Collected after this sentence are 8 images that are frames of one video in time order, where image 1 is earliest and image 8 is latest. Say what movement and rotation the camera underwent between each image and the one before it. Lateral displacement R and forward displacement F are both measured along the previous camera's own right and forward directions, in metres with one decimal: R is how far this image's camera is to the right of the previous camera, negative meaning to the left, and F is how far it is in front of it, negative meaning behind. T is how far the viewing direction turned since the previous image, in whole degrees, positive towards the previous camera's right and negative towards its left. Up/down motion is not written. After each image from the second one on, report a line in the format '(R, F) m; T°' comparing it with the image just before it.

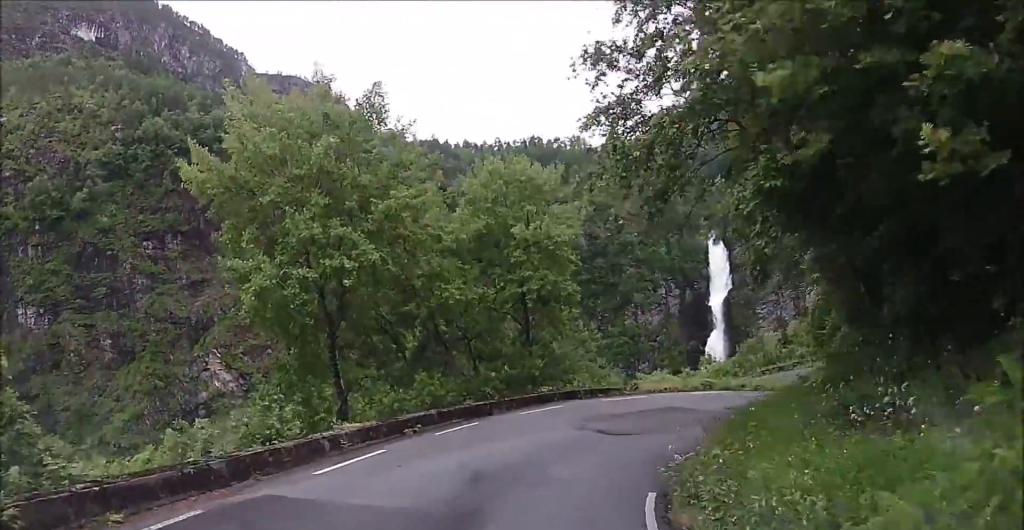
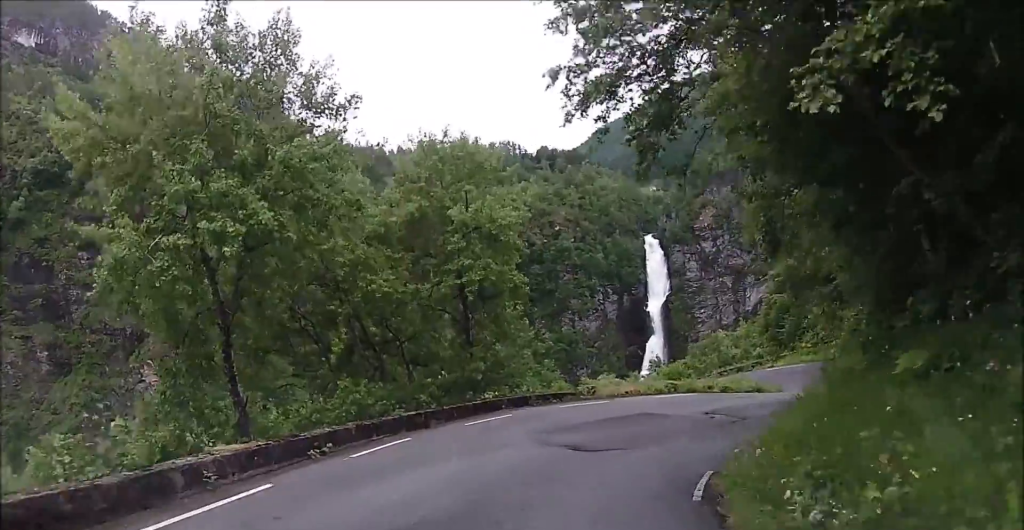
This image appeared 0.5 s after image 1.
(+0.3, +3.9) m; +9°
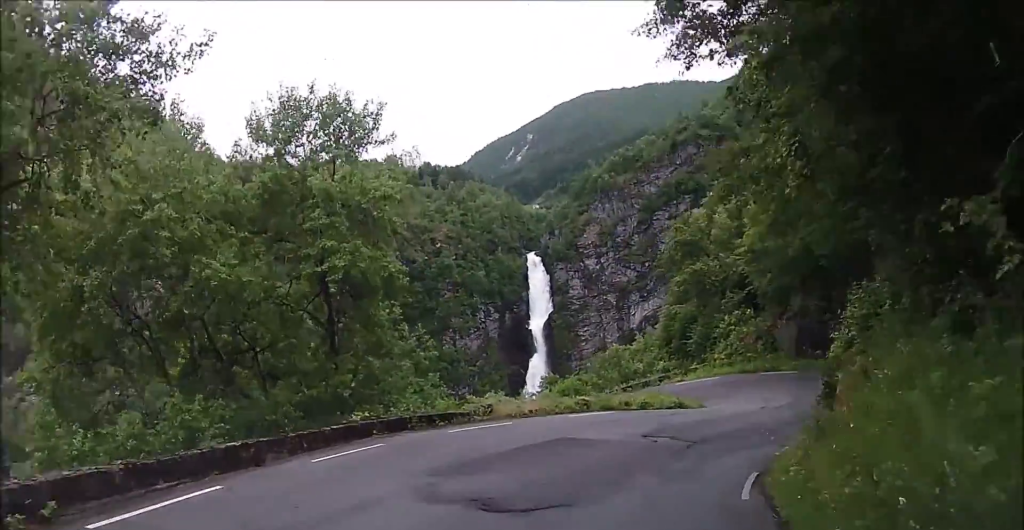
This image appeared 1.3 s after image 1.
(+0.4, +5.5) m; +14°
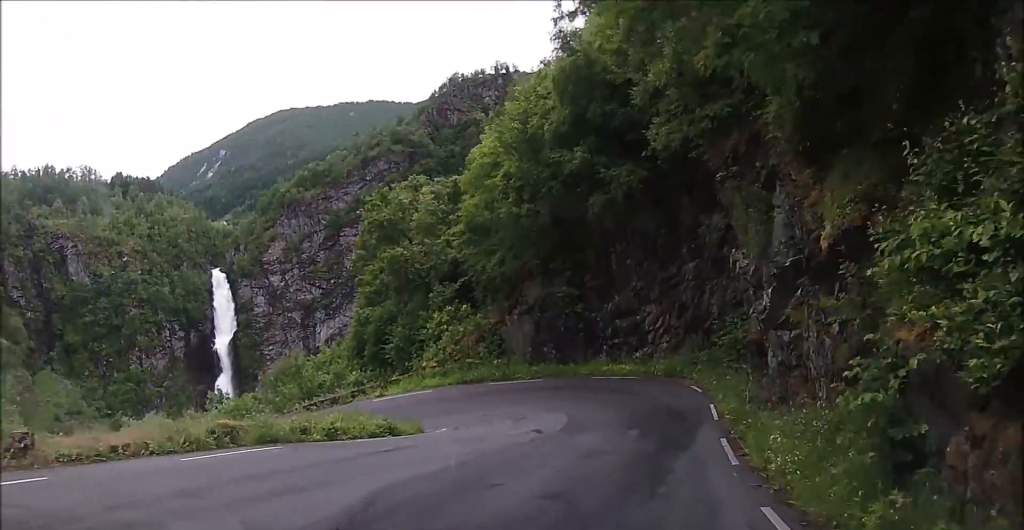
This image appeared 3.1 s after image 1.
(+2.9, +11.9) m; +21°
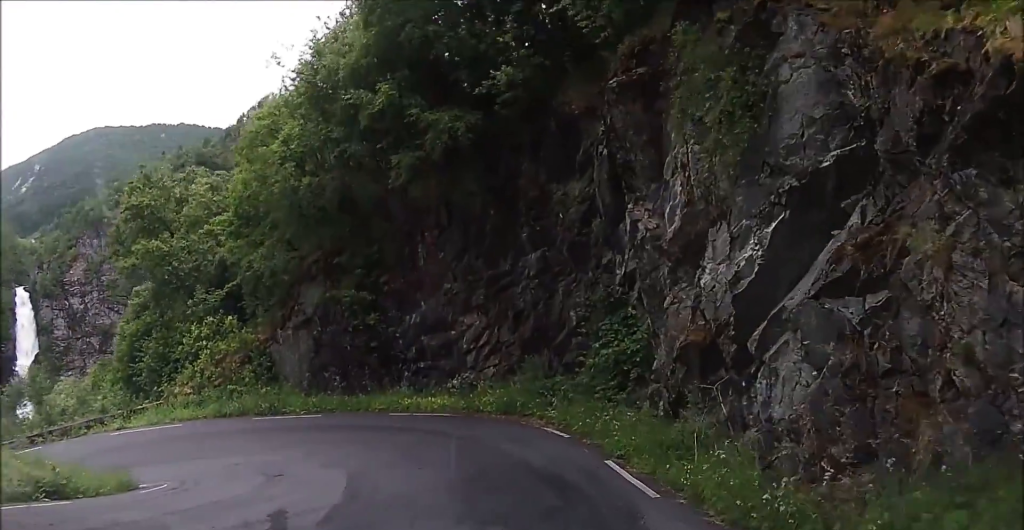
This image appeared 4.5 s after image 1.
(+1.3, +8.5) m; +14°
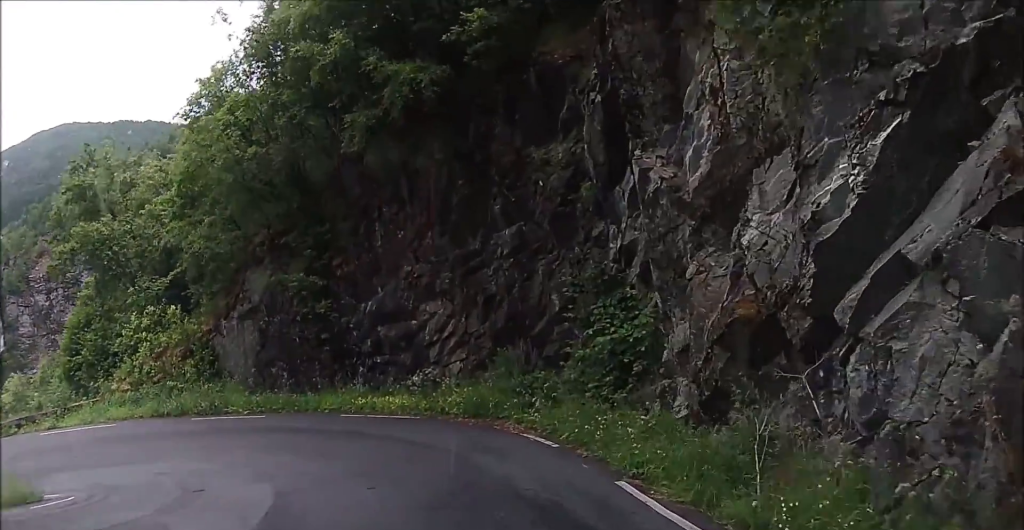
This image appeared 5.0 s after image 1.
(+0.2, +2.9) m; +3°
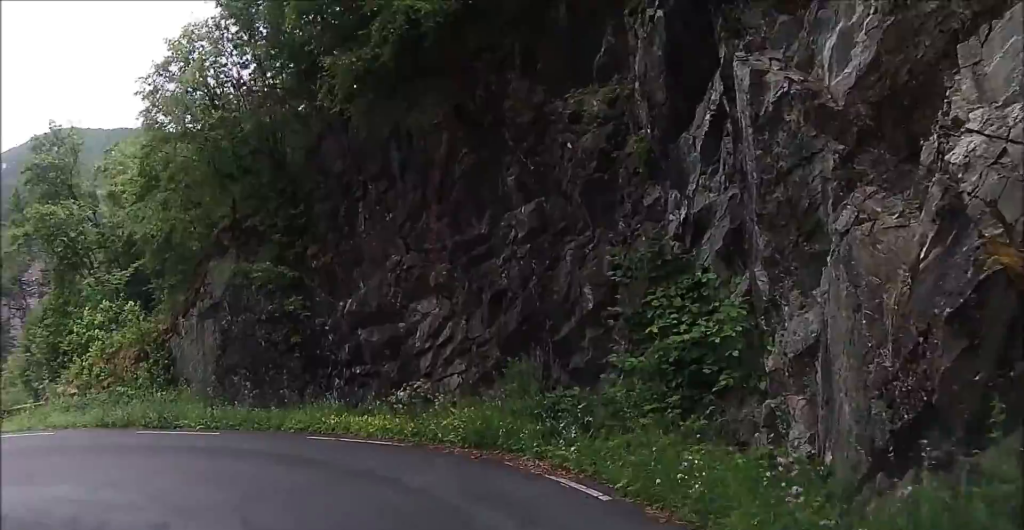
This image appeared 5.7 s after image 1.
(0.0, +3.9) m; -1°
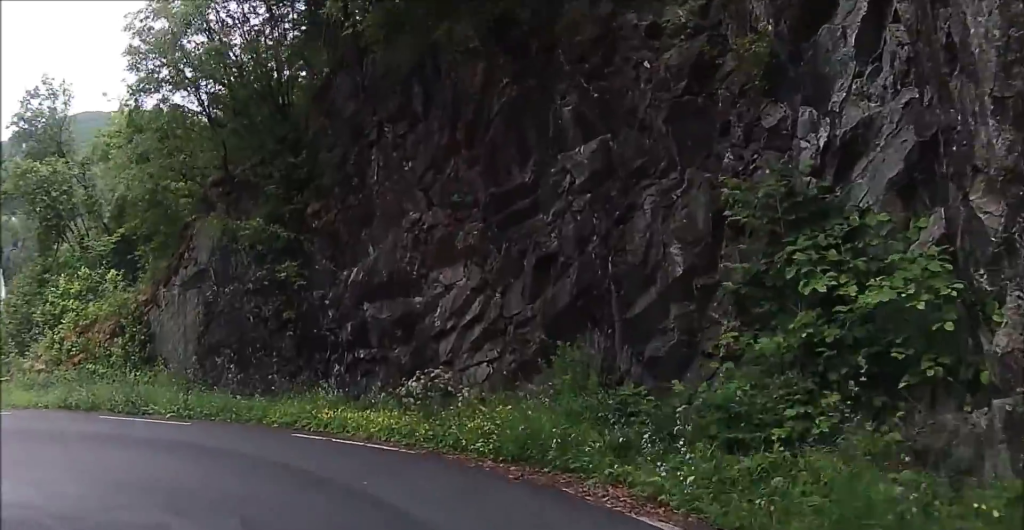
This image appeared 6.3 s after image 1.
(0.0, +3.5) m; -3°
